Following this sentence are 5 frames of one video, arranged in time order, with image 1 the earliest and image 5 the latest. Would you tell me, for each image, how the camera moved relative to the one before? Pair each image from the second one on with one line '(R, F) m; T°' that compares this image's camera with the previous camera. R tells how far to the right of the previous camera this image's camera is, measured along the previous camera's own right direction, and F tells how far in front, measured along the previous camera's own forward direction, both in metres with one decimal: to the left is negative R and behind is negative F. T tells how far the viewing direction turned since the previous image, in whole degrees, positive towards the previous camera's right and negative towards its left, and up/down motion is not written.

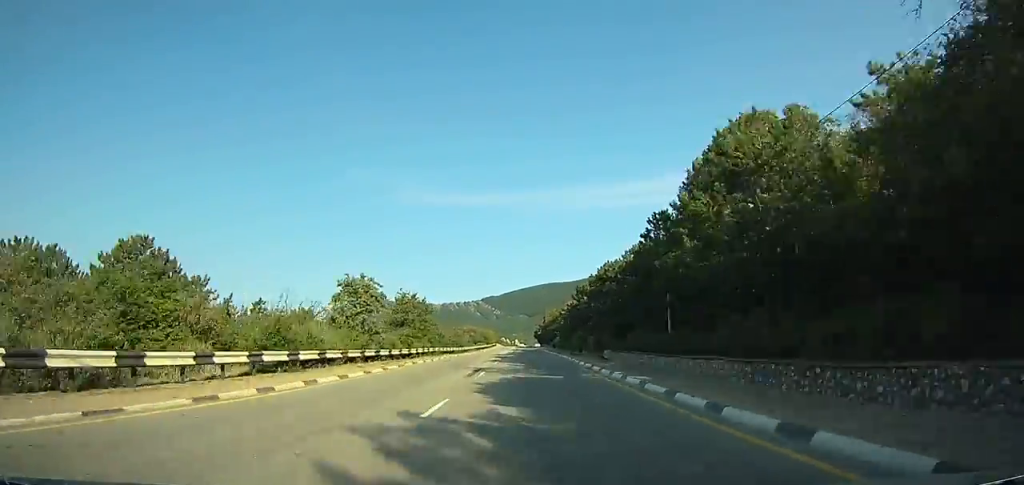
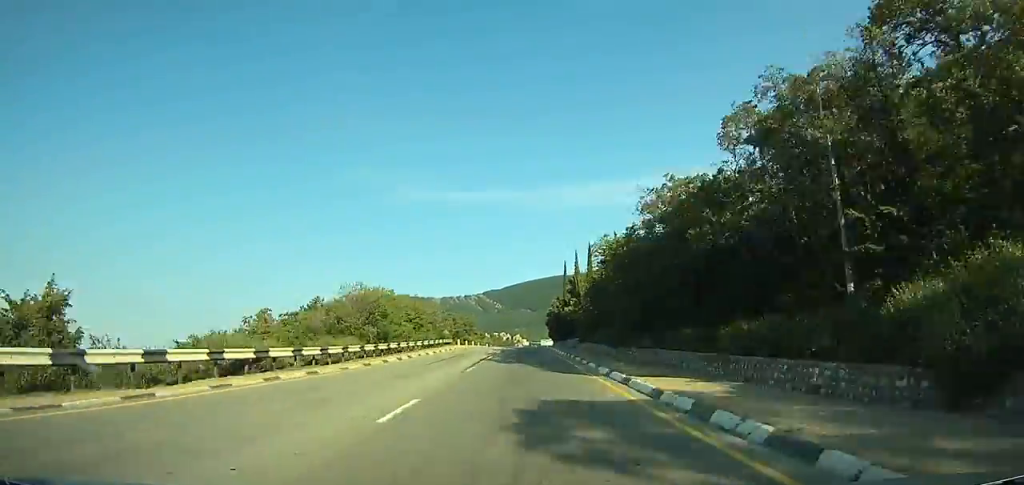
(+0.1, +107.6) m; 0°
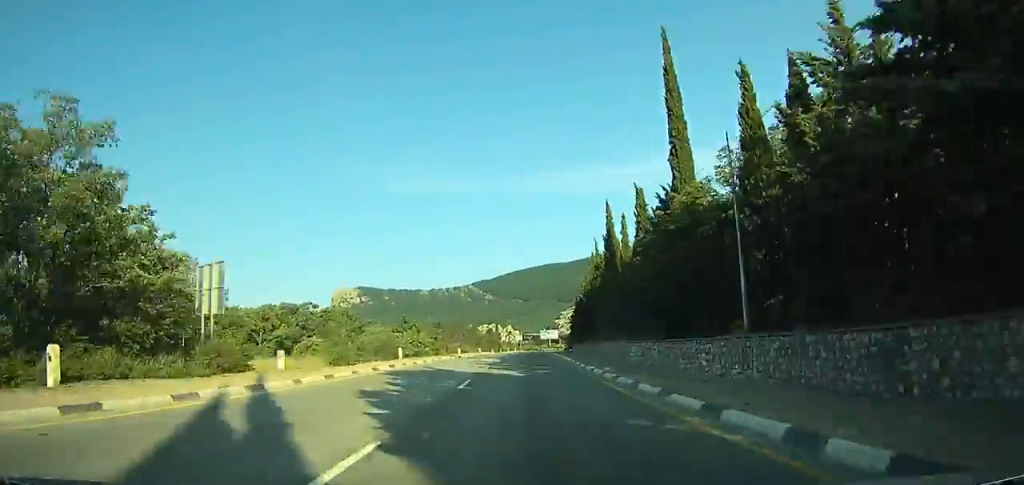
(0.0, +86.4) m; 0°
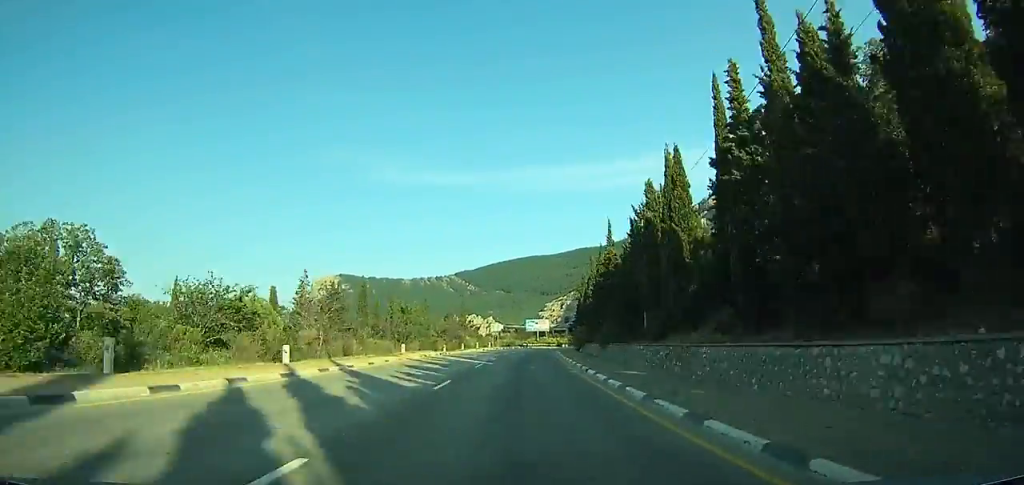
(+0.3, +48.9) m; +1°
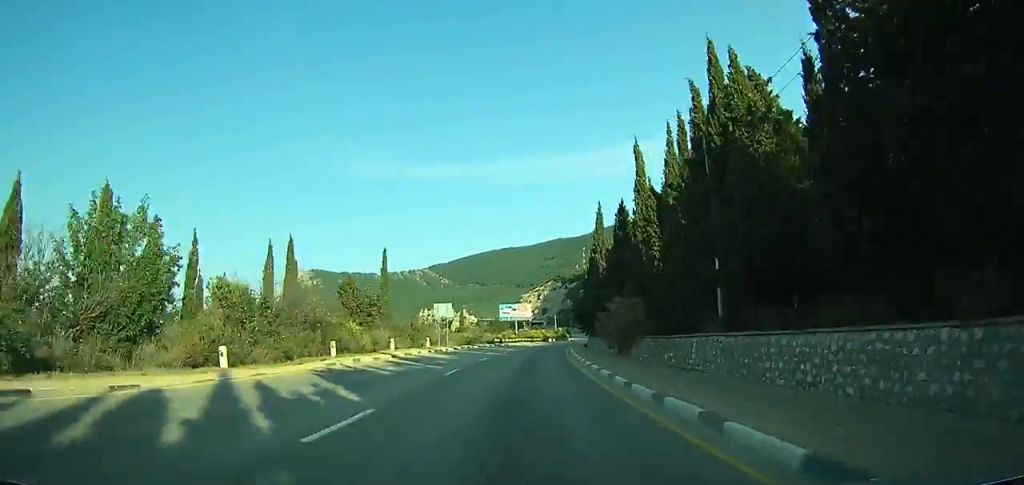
(+0.7, +45.6) m; +3°
